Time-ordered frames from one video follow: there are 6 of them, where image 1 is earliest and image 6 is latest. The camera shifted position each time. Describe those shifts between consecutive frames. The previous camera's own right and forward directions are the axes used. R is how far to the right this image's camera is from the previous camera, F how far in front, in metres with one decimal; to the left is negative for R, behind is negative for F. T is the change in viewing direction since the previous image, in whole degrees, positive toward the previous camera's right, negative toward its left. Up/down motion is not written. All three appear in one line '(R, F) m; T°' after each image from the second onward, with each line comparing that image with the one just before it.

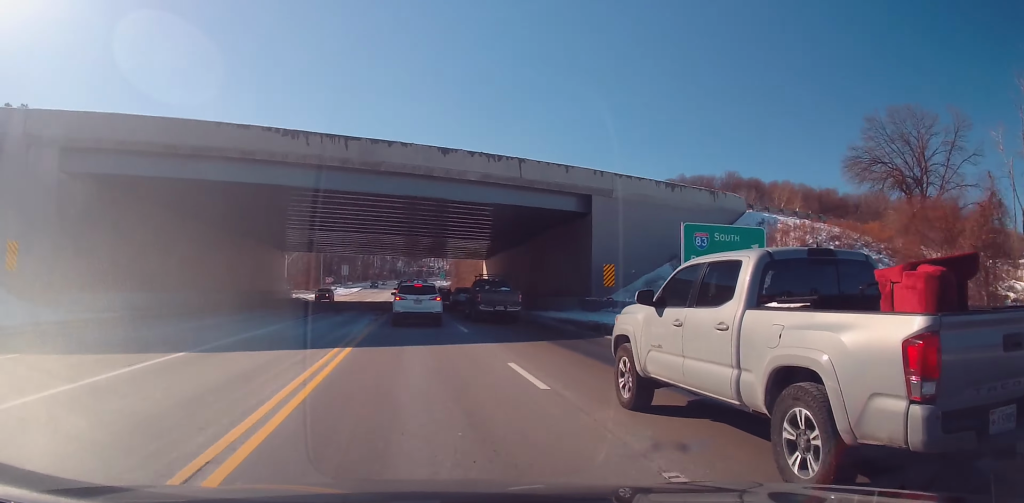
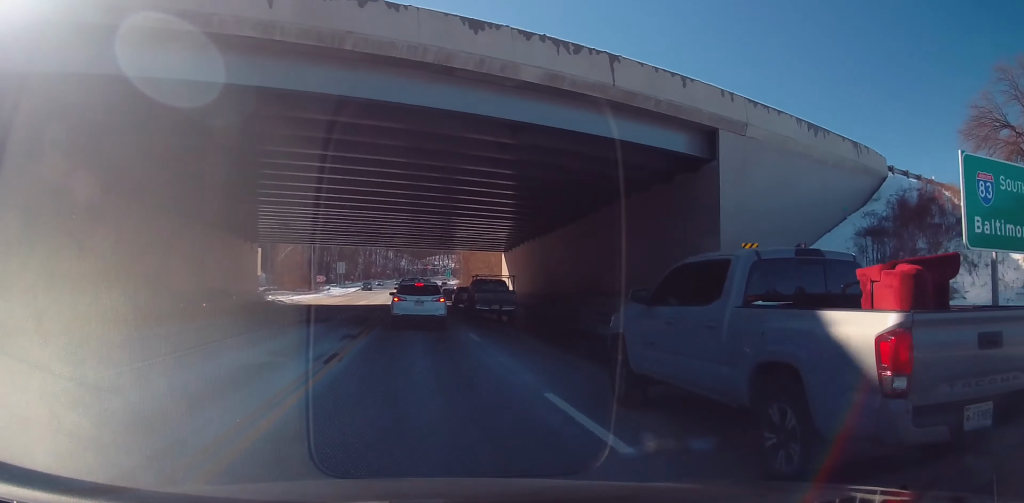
(0.0, +15.3) m; -1°
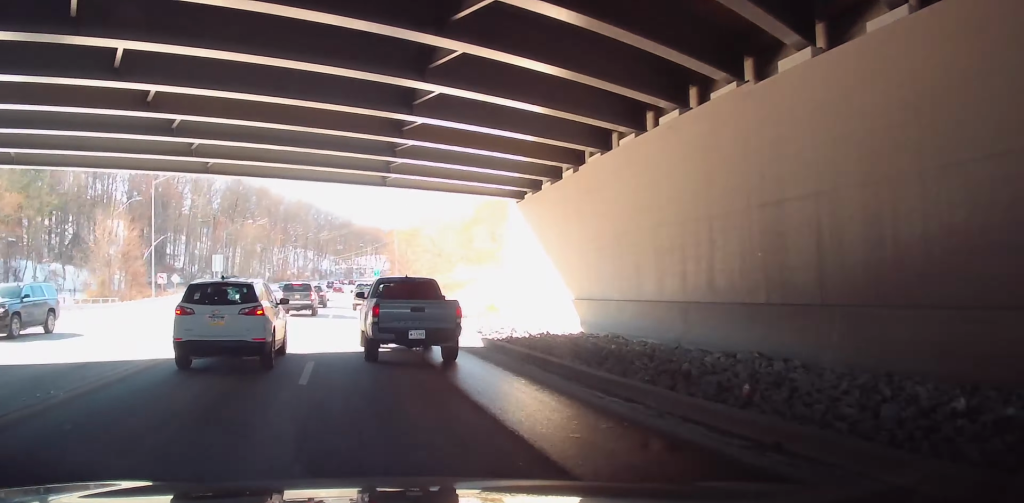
(+0.1, +45.6) m; 0°
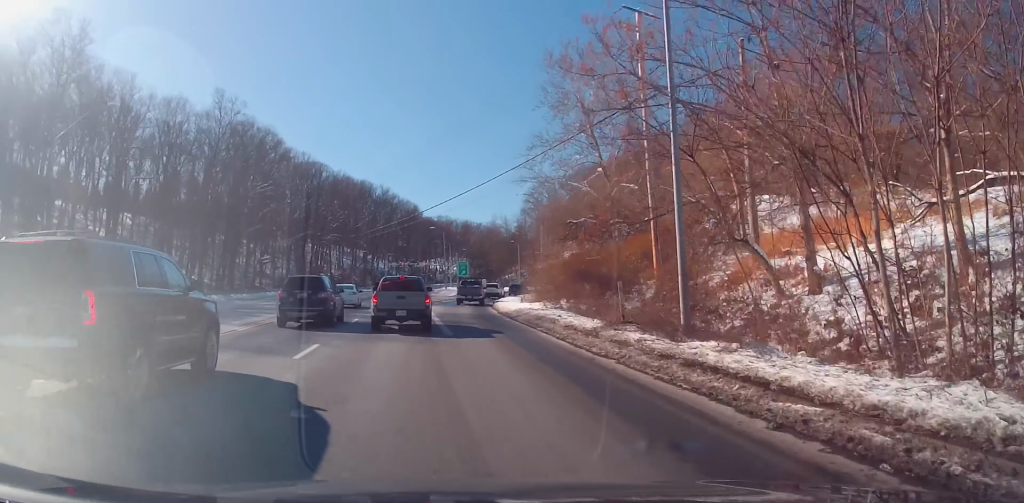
(+0.4, +74.2) m; +2°
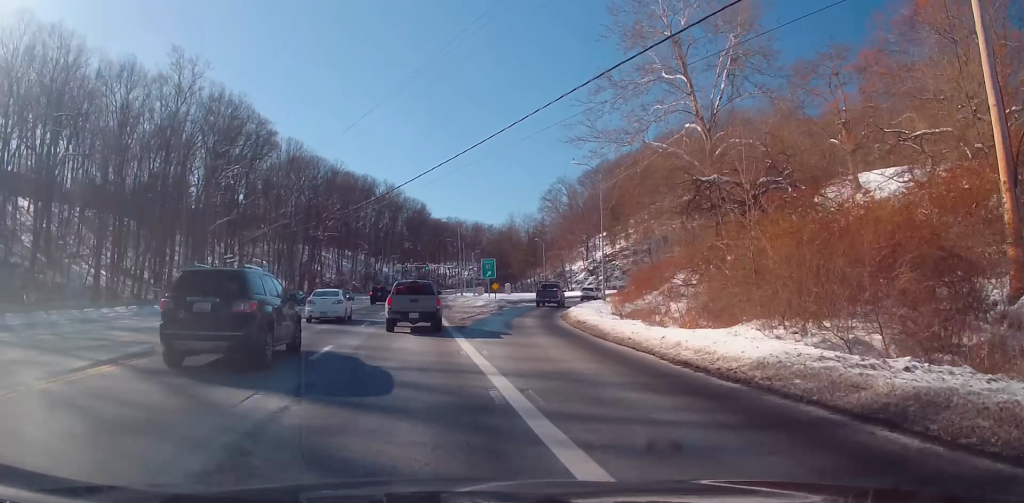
(+0.1, +25.5) m; 0°
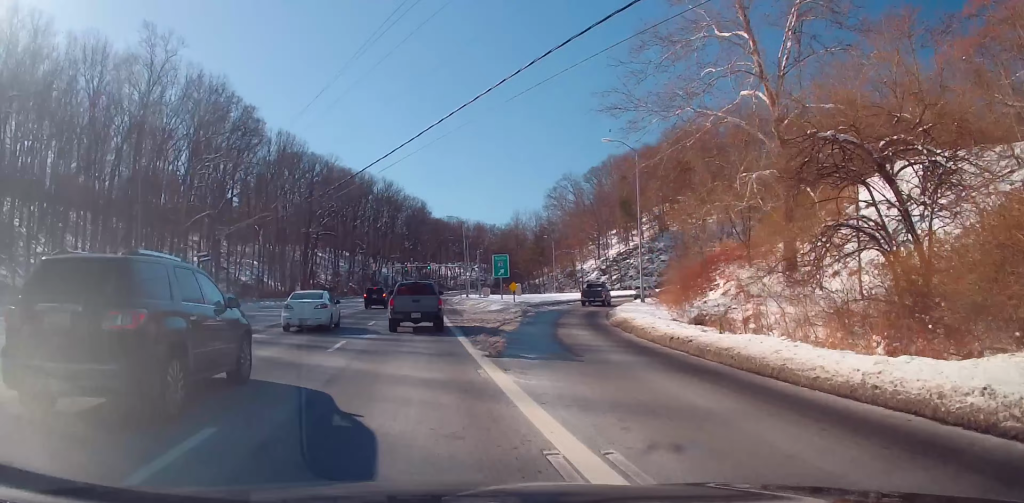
(0.0, +10.8) m; 0°
